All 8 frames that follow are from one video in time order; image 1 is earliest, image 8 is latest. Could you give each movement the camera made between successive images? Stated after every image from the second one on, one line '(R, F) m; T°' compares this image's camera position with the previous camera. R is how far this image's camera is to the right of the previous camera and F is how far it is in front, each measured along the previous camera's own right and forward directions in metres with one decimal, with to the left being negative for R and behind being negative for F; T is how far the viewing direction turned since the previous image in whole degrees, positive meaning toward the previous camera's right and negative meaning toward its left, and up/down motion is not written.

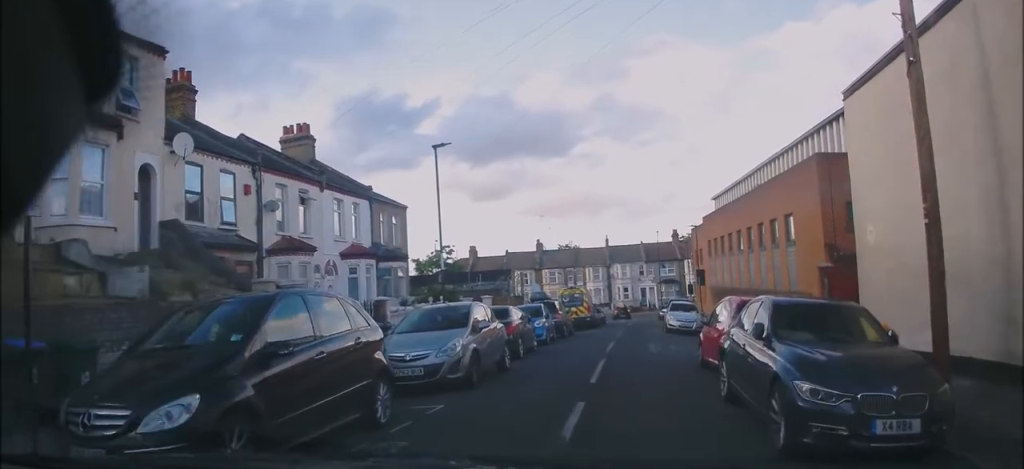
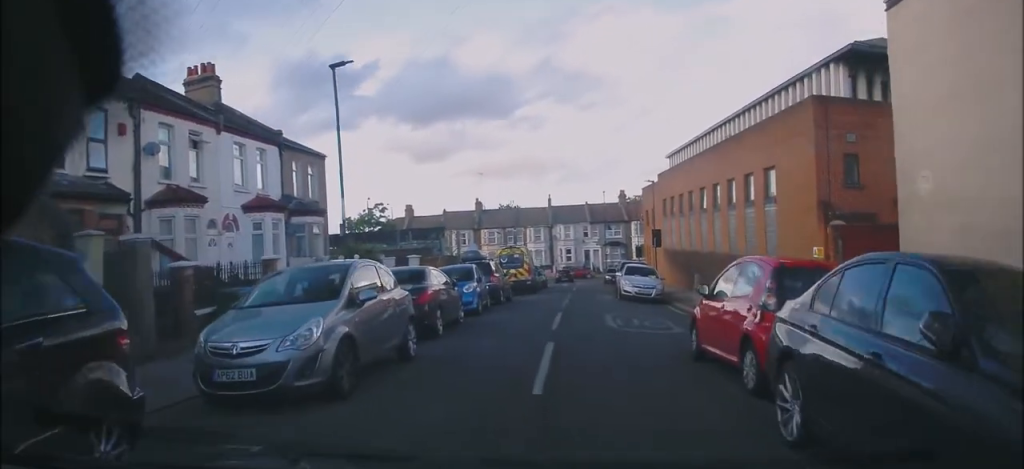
(+0.3, +3.6) m; +2°
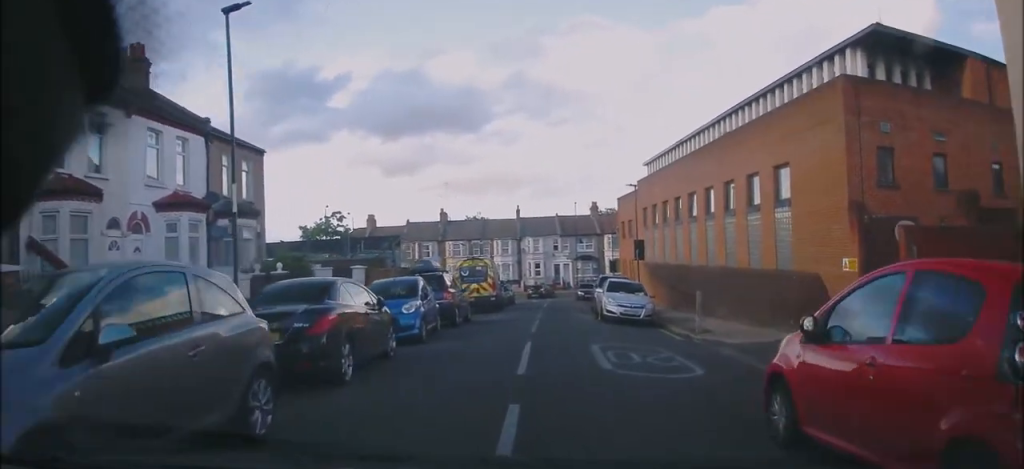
(-0.2, +3.9) m; -4°
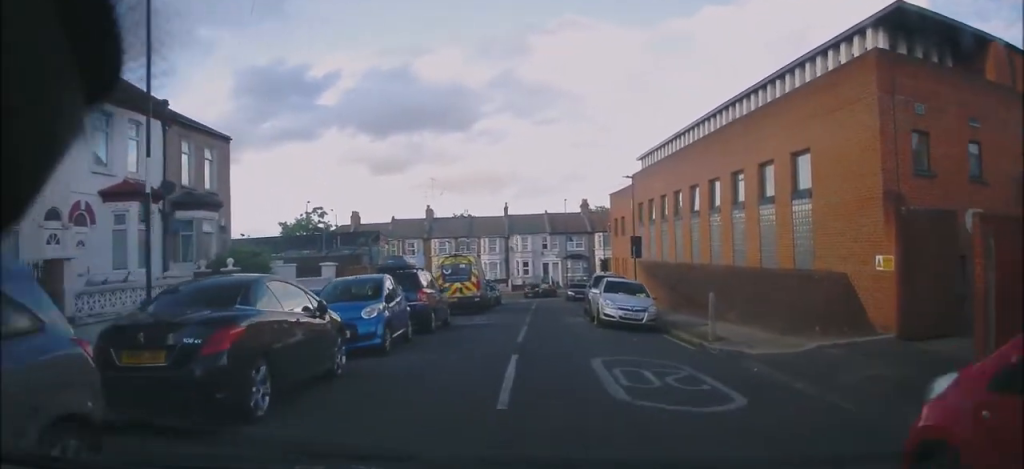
(0.0, +2.3) m; -2°
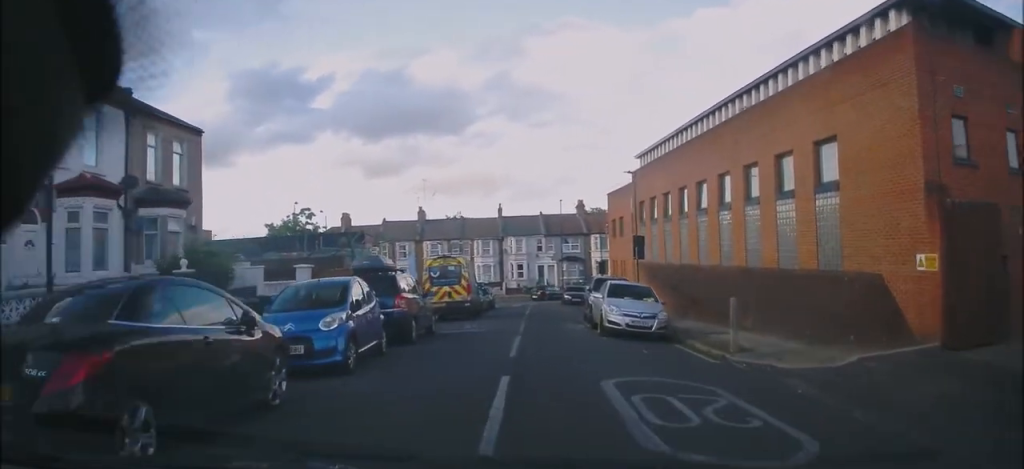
(0.0, +2.0) m; 0°
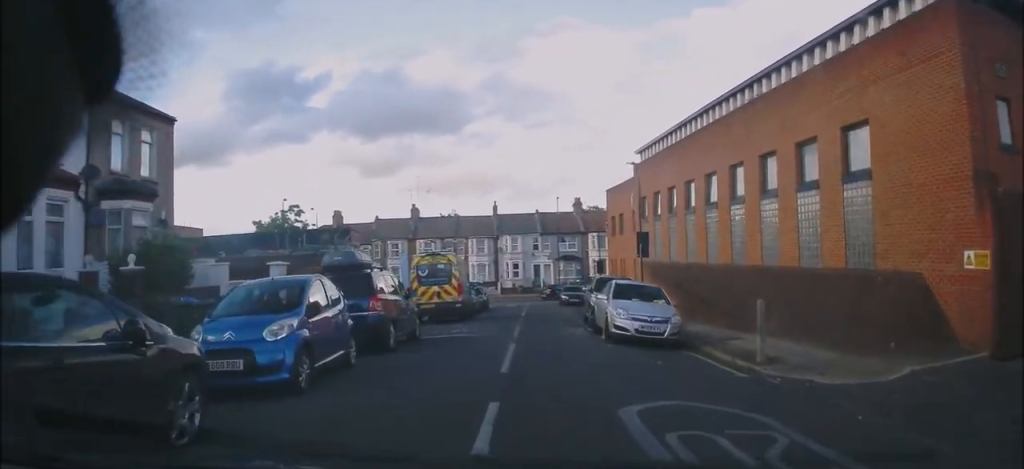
(-0.1, +1.8) m; +1°
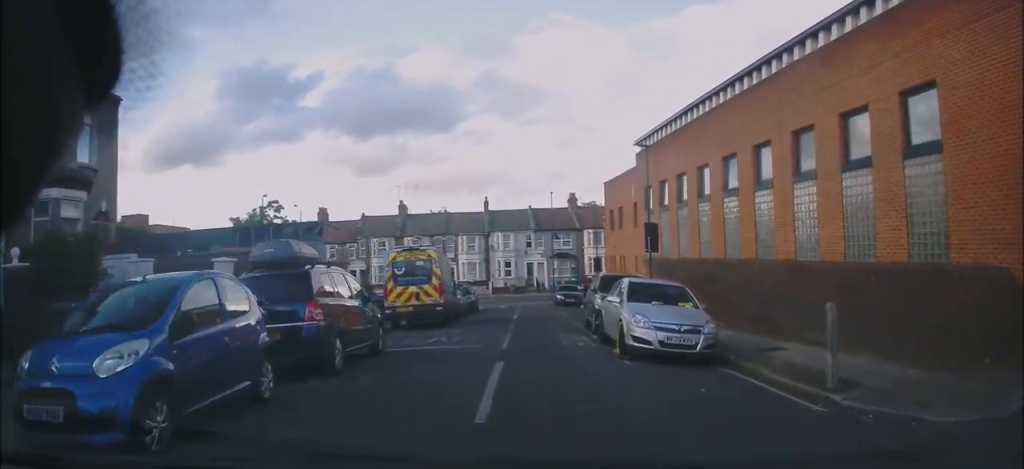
(0.0, +2.9) m; +2°
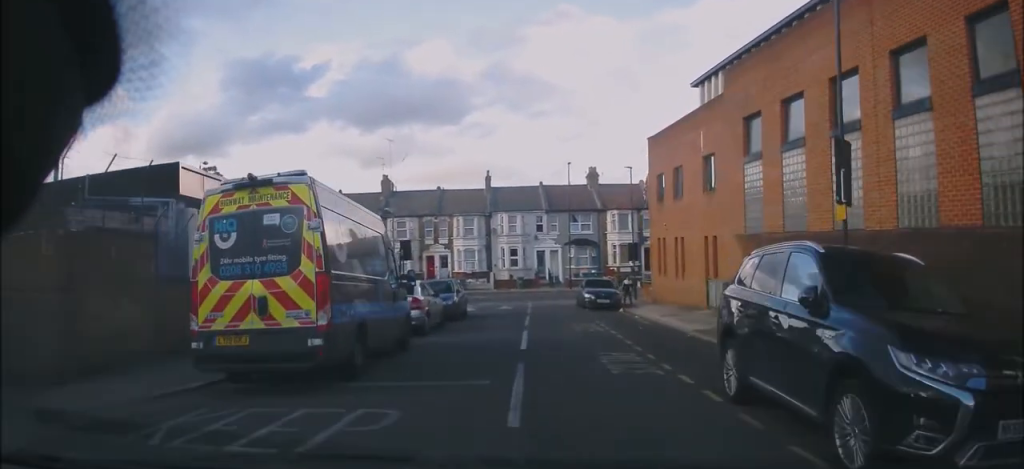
(+0.3, +11.2) m; +1°
